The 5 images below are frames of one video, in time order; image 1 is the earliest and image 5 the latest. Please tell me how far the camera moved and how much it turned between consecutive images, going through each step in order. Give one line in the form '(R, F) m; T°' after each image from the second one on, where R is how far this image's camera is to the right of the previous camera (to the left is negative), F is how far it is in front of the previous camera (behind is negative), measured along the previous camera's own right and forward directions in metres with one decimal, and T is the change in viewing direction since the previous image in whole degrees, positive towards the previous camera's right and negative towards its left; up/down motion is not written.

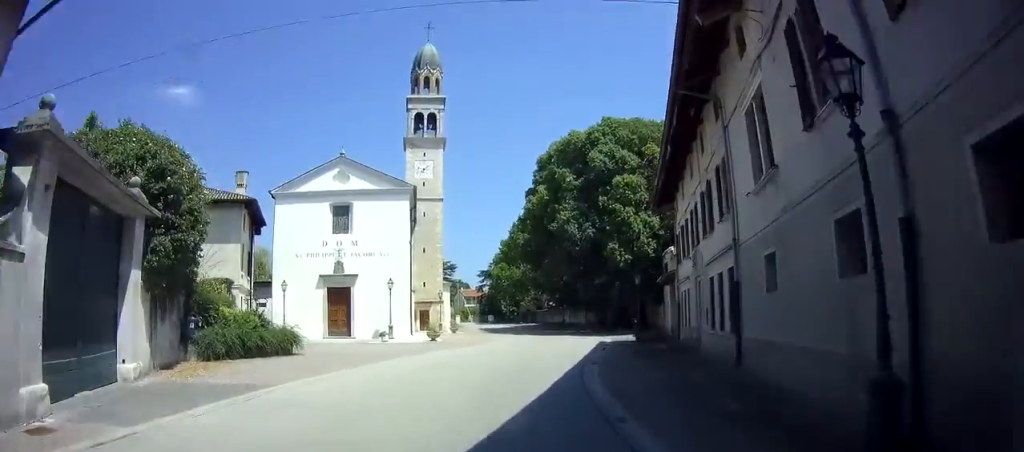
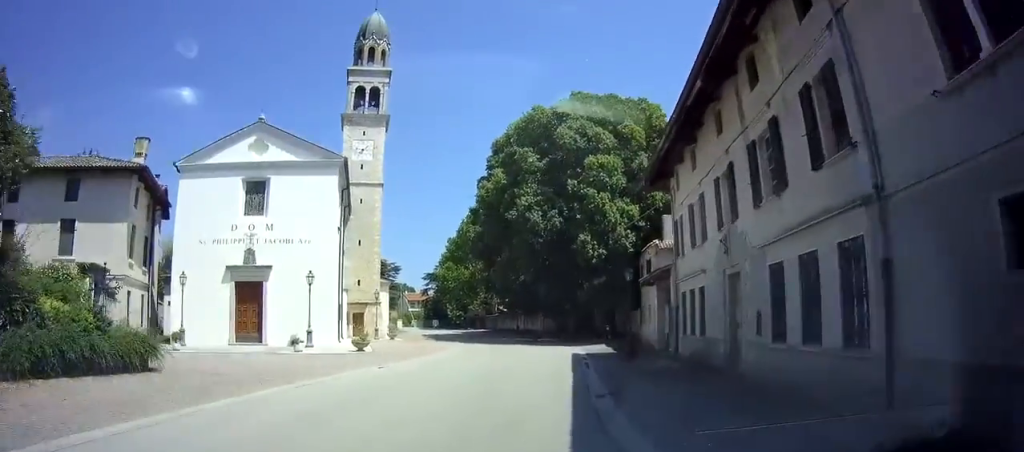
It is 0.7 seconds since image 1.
(0.0, +6.8) m; -2°
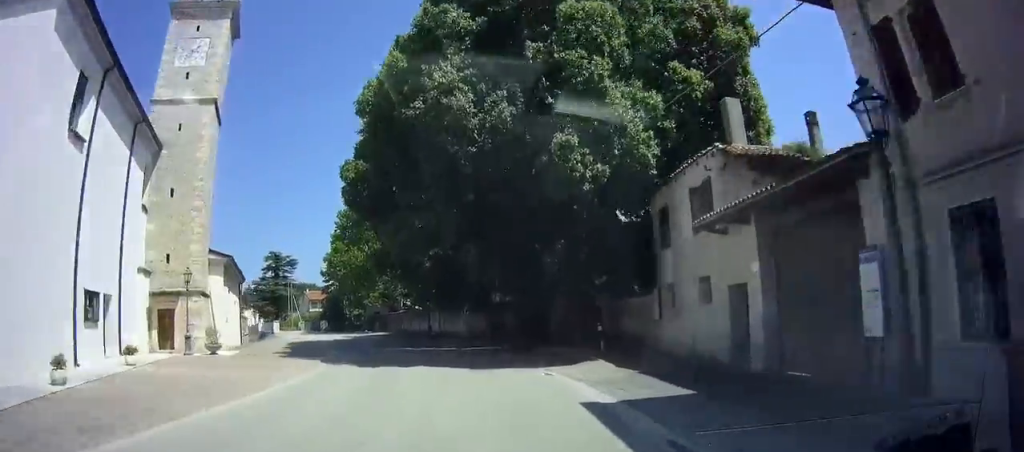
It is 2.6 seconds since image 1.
(-0.9, +17.0) m; -2°
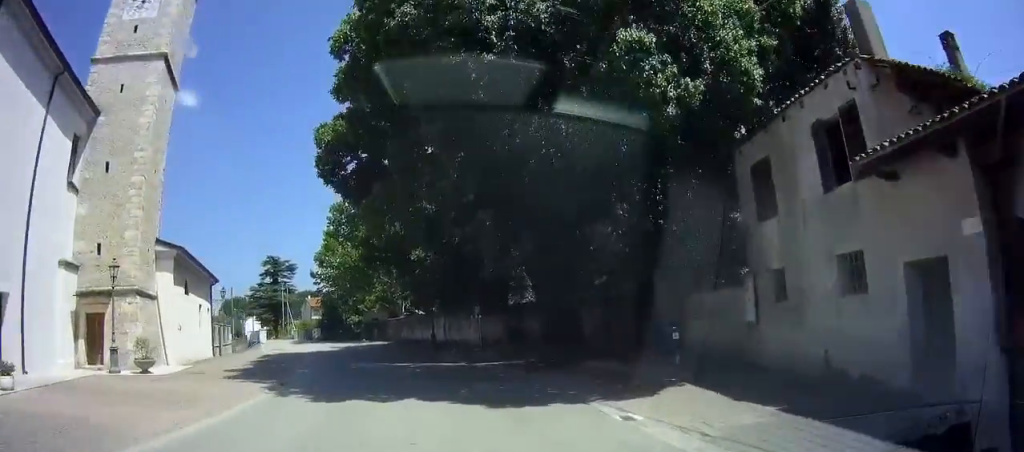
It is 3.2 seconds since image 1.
(+0.4, +6.0) m; +1°
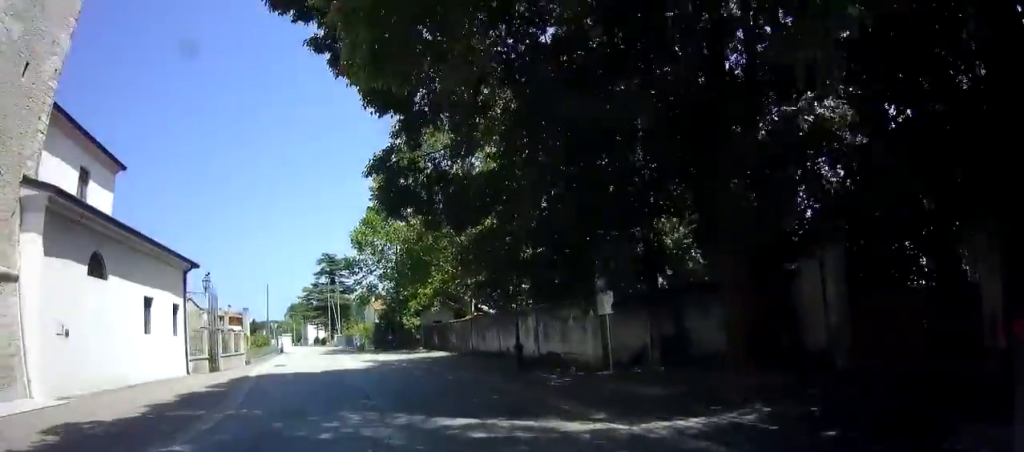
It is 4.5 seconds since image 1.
(-1.0, +11.4) m; -14°
